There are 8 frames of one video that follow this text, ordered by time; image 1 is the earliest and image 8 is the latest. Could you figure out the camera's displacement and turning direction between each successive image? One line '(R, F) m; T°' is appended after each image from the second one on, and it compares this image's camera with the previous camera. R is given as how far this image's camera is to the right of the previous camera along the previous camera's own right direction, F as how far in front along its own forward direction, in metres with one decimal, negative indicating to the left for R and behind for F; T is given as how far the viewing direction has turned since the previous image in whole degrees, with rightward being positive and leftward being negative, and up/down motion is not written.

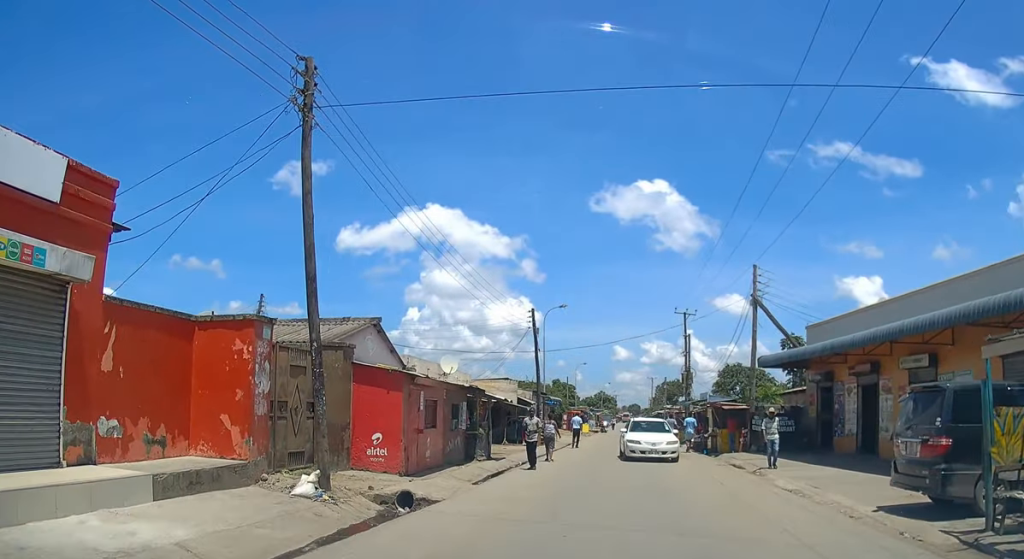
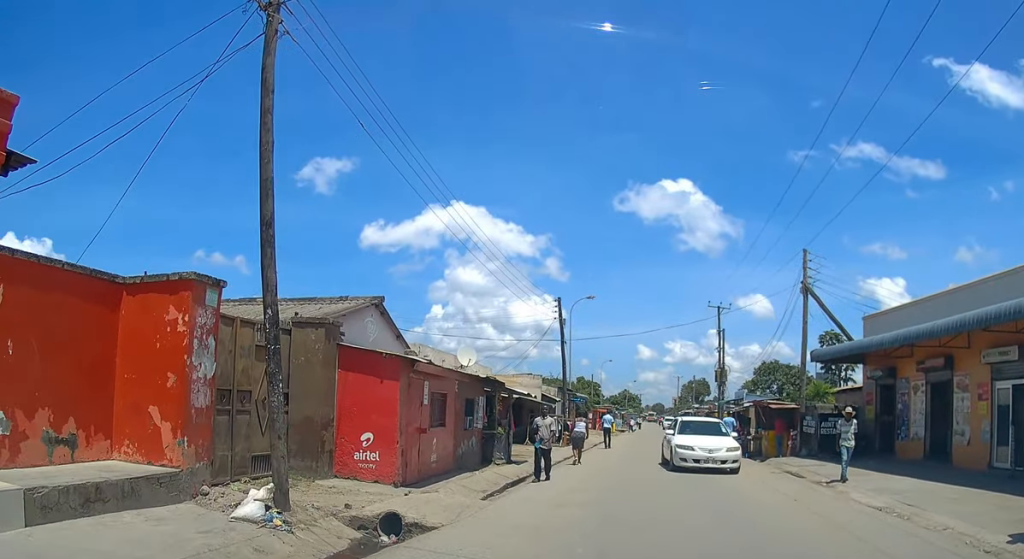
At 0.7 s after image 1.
(0.0, +3.1) m; -1°
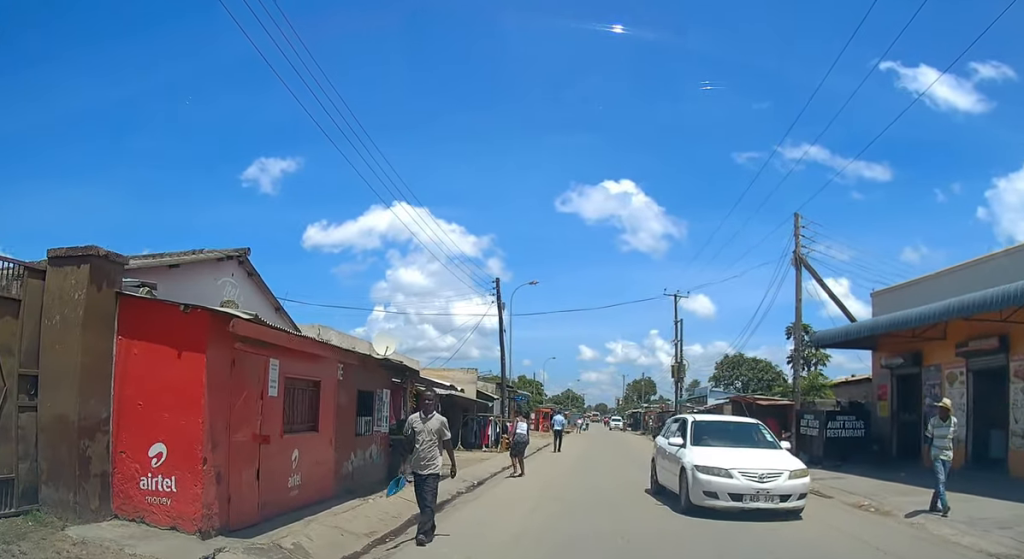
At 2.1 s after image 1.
(-0.1, +5.2) m; +2°
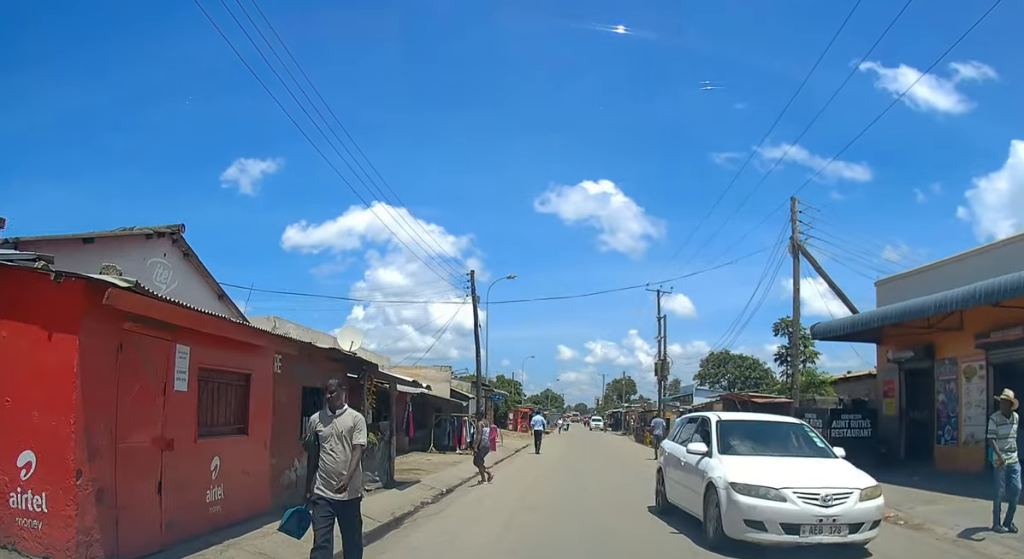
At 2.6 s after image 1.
(0.0, +1.8) m; +2°
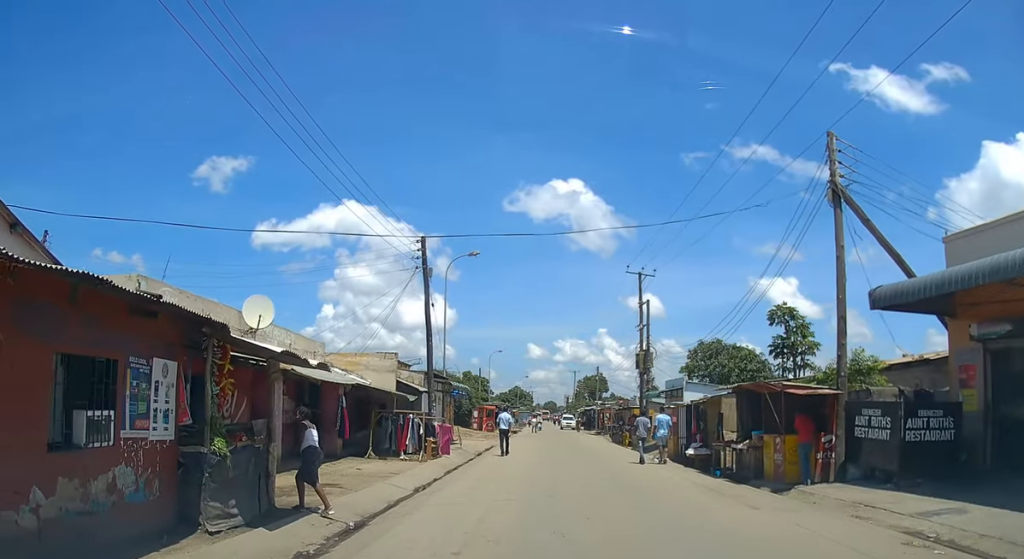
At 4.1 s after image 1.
(+0.3, +5.3) m; +4°
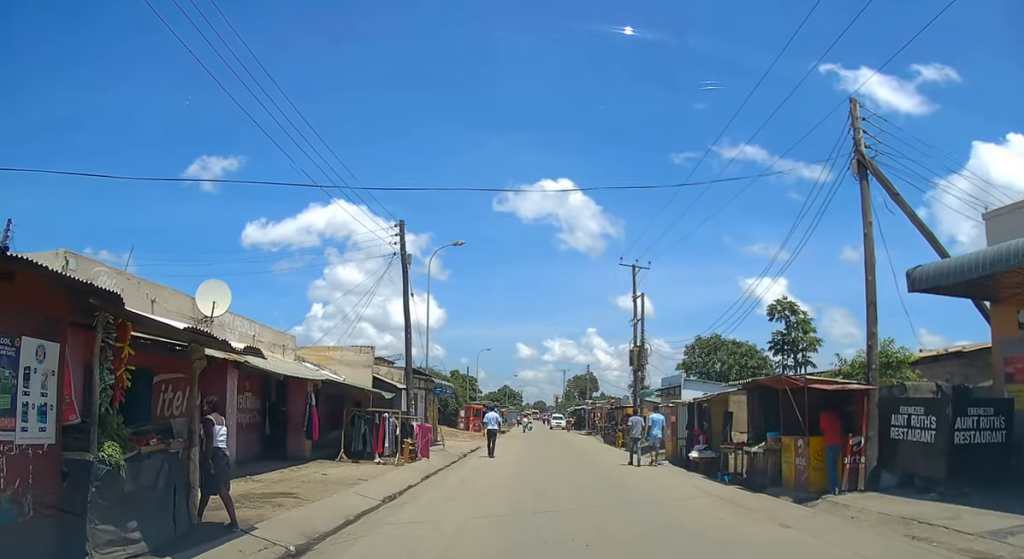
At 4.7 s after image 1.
(0.0, +1.9) m; 0°
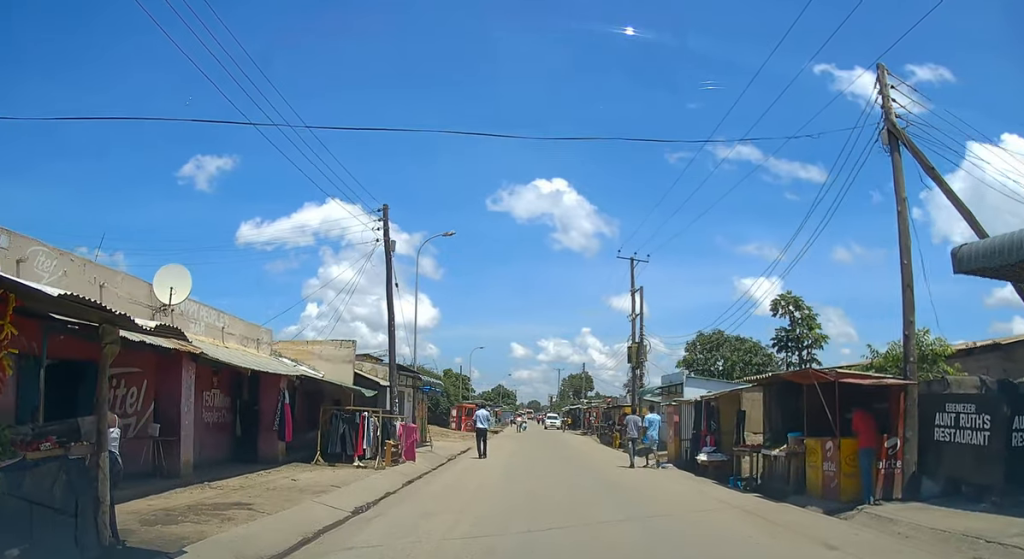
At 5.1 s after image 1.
(0.0, +1.6) m; -1°
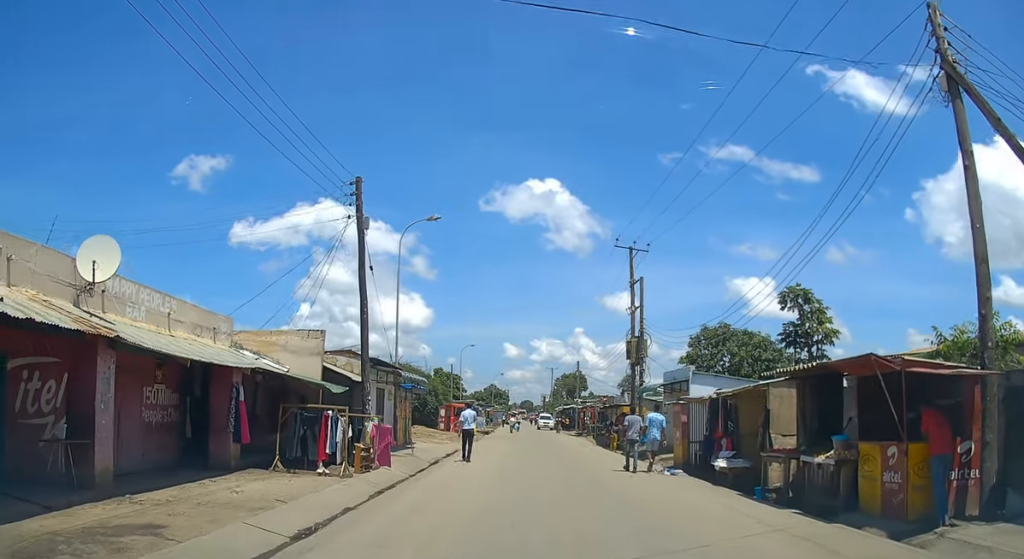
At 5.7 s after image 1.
(0.0, +2.4) m; -1°
